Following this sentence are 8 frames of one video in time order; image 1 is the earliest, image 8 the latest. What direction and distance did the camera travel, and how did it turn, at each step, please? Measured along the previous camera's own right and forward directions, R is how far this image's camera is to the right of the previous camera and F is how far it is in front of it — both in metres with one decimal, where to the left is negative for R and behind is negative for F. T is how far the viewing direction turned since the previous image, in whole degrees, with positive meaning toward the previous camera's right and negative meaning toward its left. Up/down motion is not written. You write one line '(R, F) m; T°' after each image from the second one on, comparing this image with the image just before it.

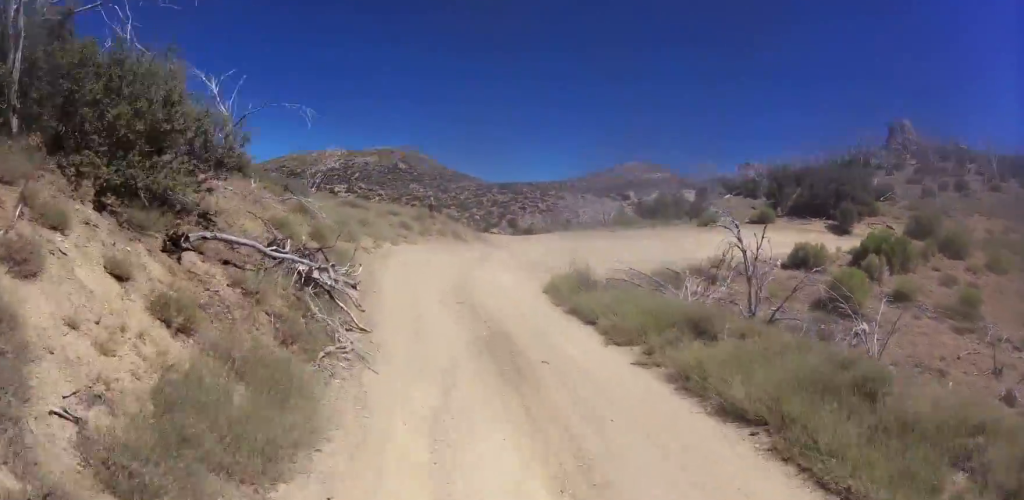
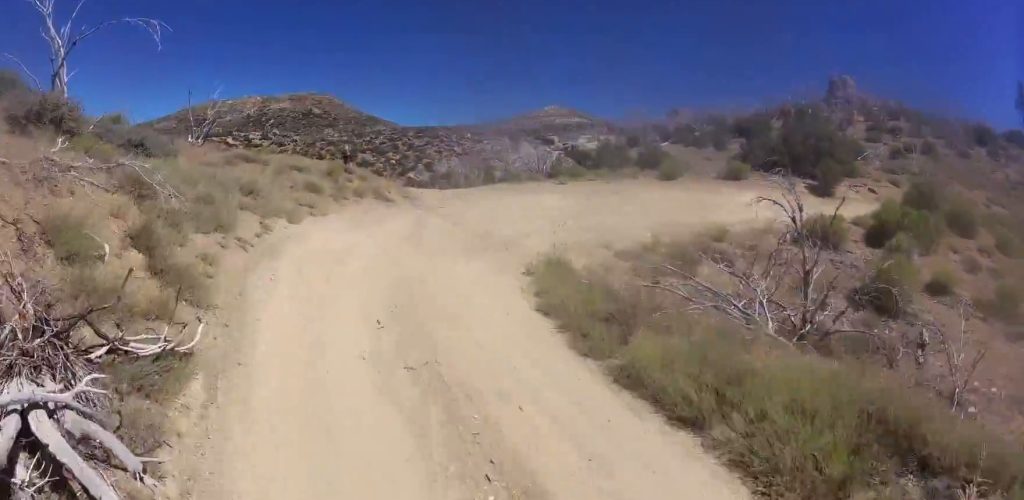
(-0.3, +4.2) m; +4°
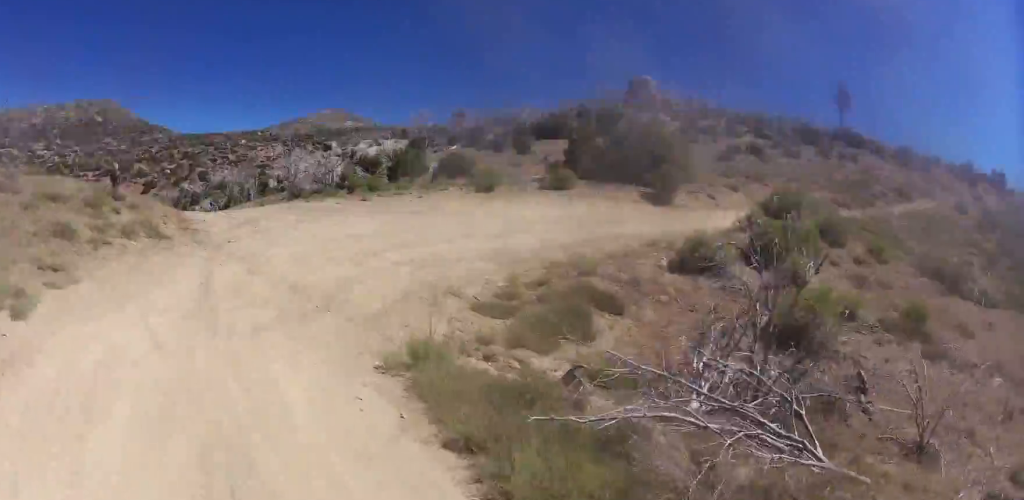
(+0.6, +3.6) m; +6°
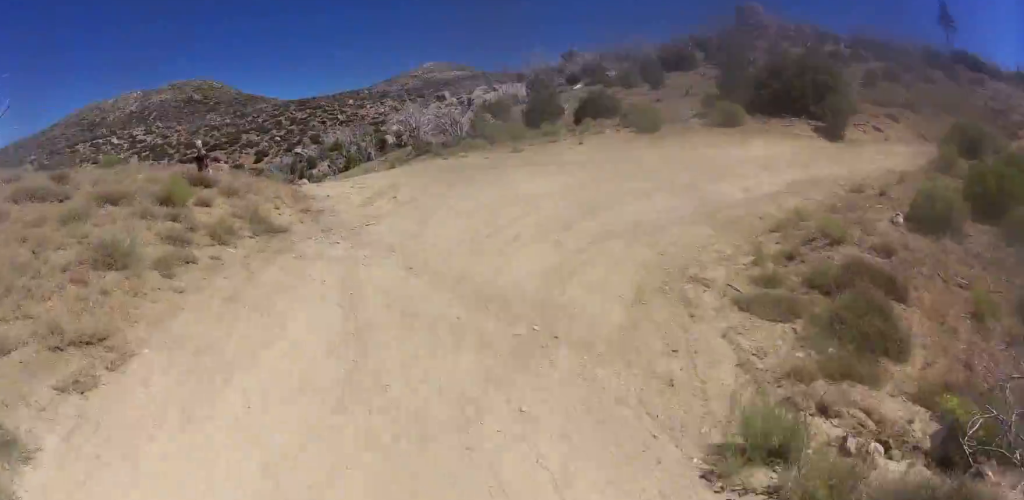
(+0.2, +3.4) m; +6°
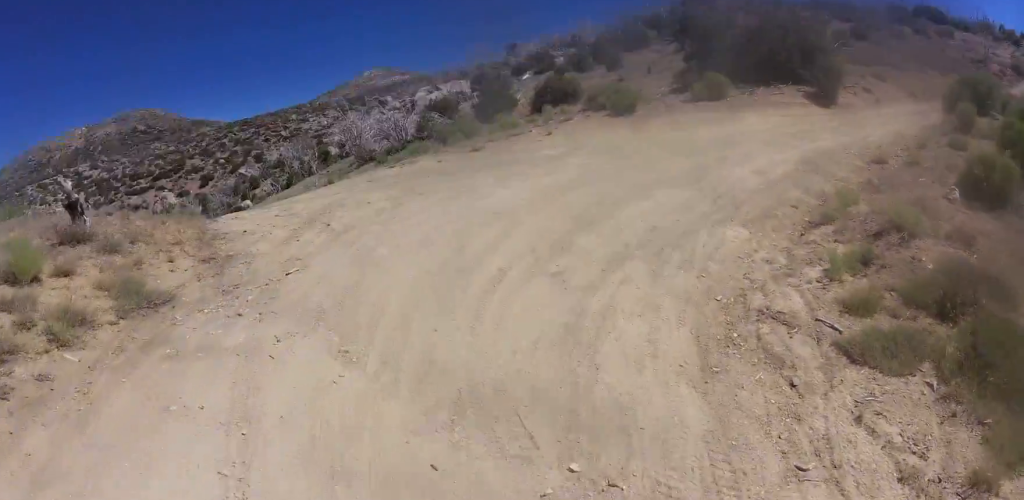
(-0.1, +3.0) m; +6°
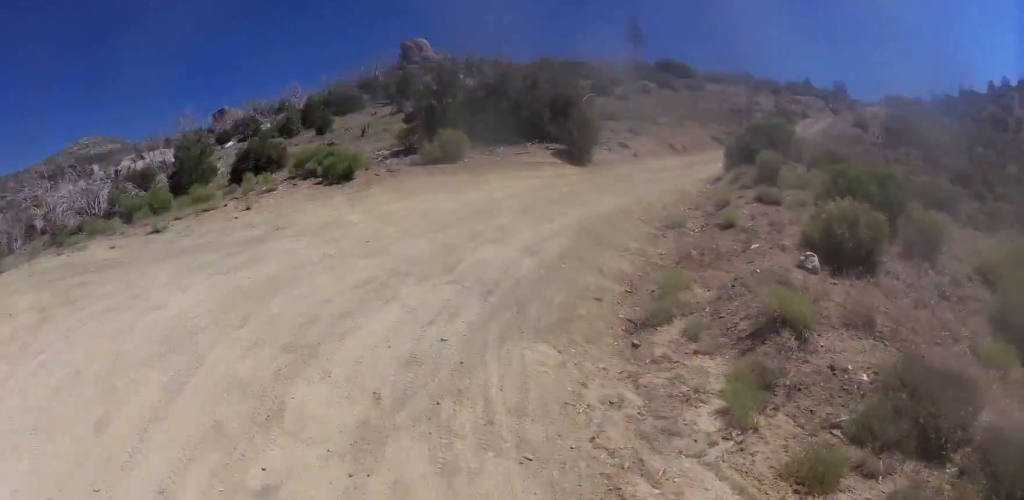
(0.0, +3.1) m; +8°
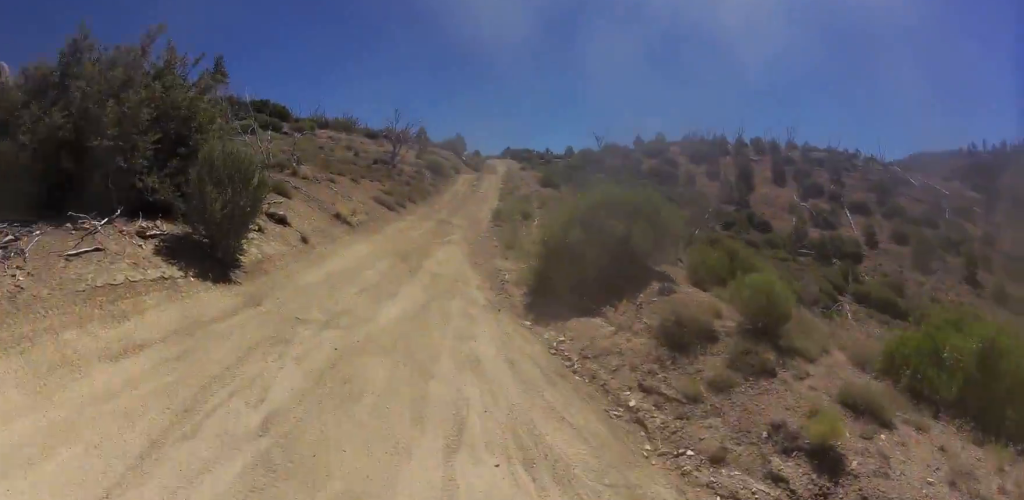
(+4.1, +9.2) m; +43°
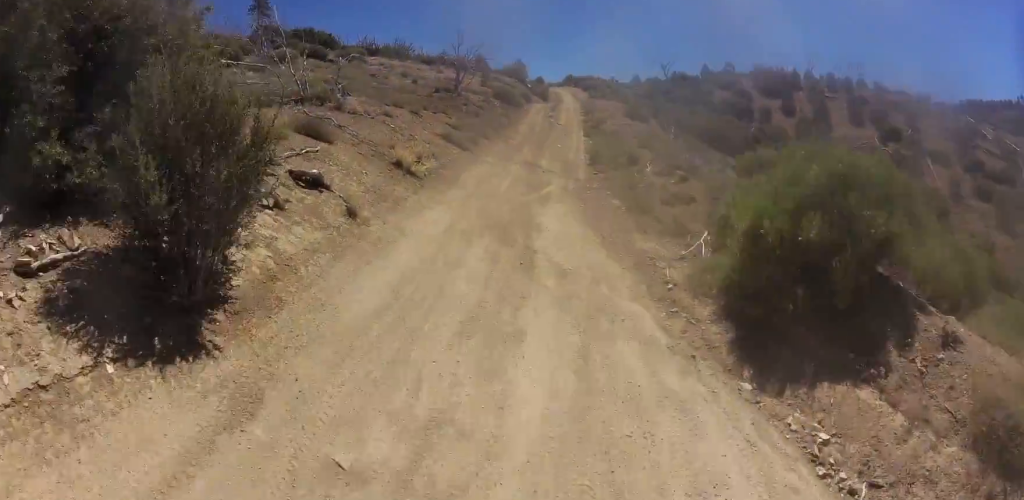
(+0.4, +3.8) m; +10°
